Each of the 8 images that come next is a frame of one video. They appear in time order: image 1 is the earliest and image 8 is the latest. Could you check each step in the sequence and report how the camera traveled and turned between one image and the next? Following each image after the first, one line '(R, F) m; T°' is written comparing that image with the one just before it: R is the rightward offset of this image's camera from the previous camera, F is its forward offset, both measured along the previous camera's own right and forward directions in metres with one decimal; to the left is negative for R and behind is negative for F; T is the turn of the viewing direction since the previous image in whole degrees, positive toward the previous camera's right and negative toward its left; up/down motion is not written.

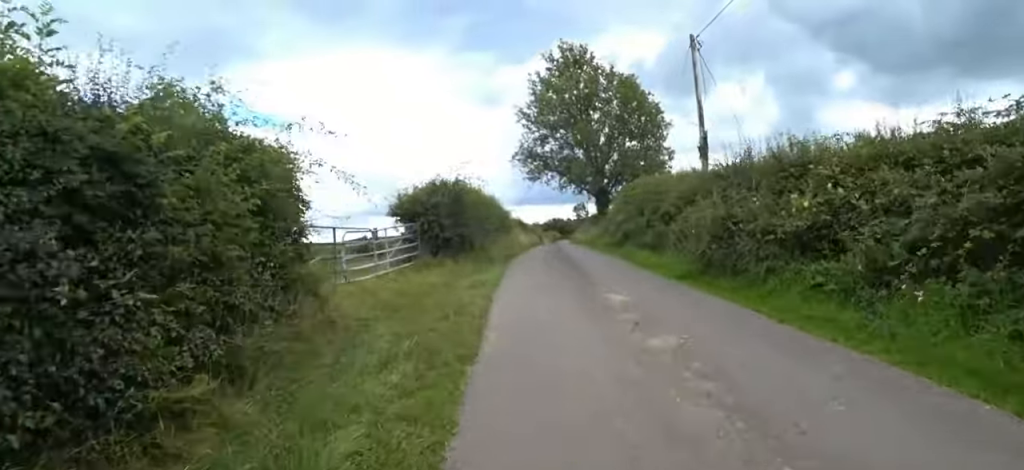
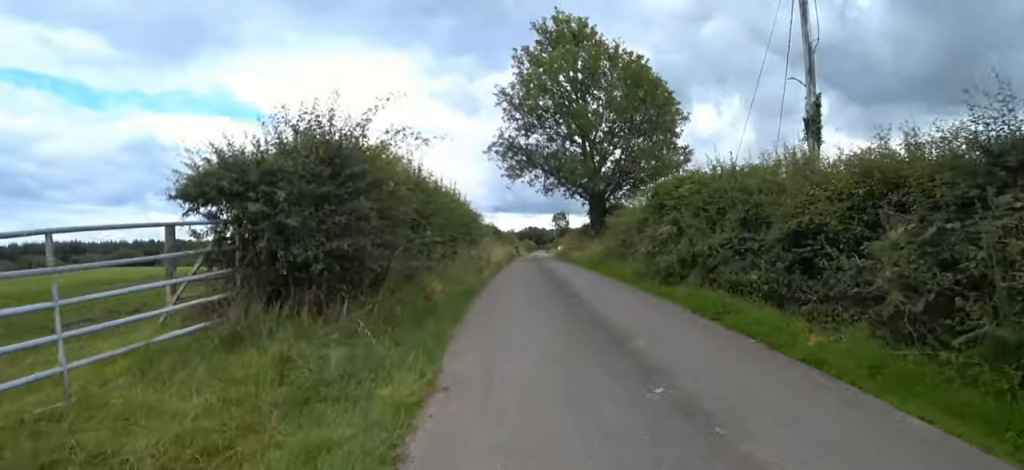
(+1.0, +6.6) m; +1°
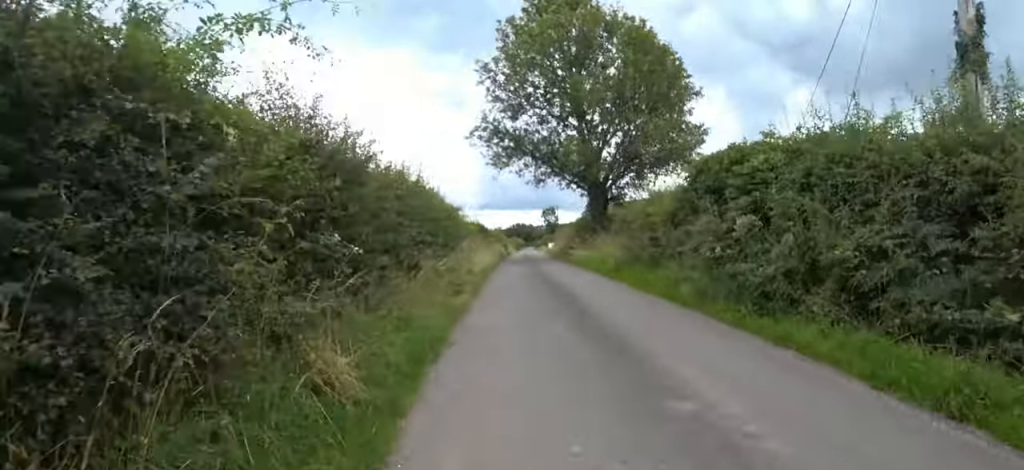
(-0.9, +3.5) m; +2°
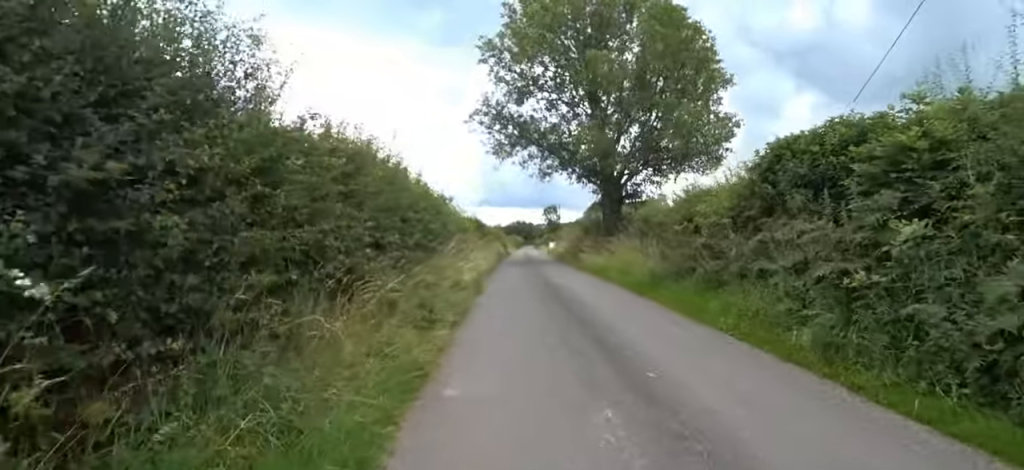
(+0.5, +2.6) m; 0°
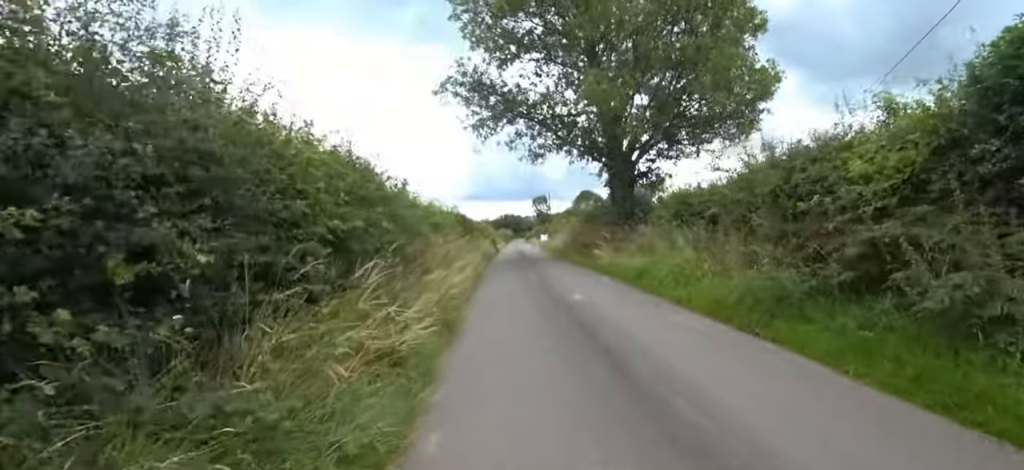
(+0.7, +3.9) m; 0°
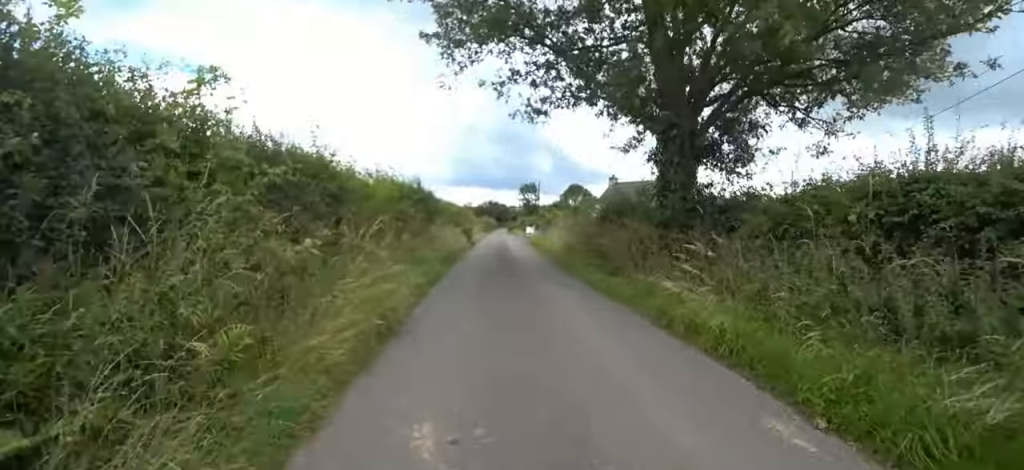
(-0.4, +6.9) m; +2°
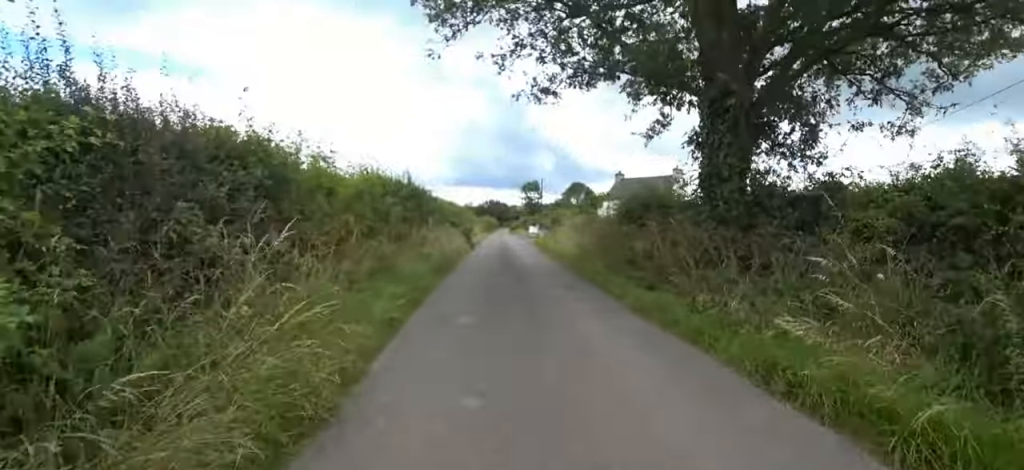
(+0.4, +2.2) m; +1°
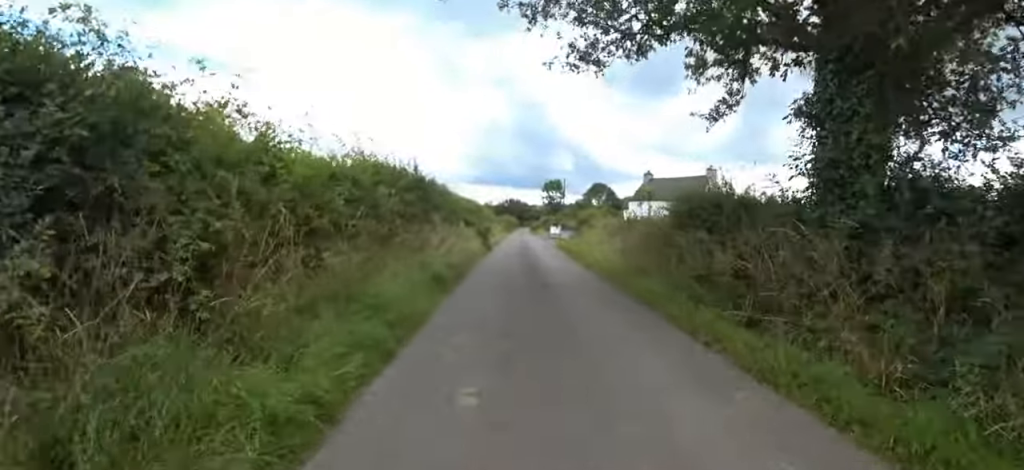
(-0.7, +2.5) m; -2°
